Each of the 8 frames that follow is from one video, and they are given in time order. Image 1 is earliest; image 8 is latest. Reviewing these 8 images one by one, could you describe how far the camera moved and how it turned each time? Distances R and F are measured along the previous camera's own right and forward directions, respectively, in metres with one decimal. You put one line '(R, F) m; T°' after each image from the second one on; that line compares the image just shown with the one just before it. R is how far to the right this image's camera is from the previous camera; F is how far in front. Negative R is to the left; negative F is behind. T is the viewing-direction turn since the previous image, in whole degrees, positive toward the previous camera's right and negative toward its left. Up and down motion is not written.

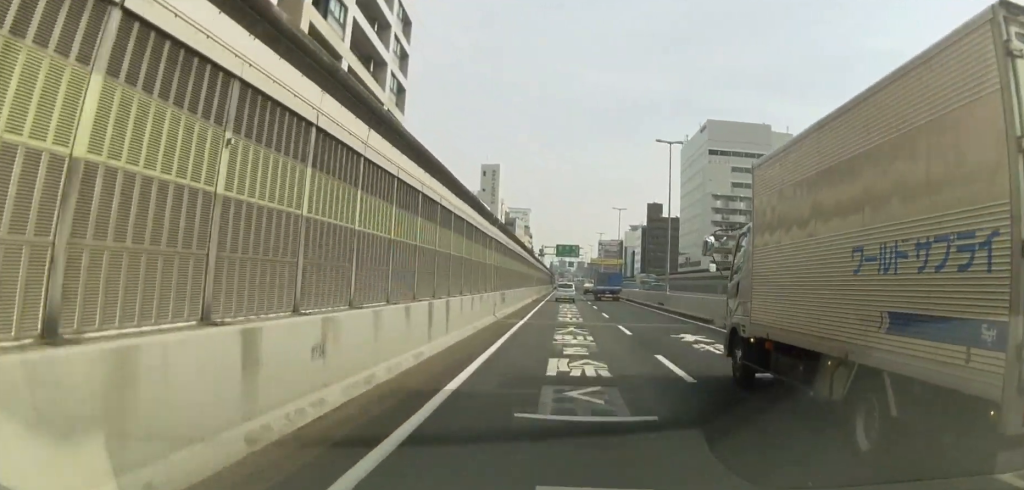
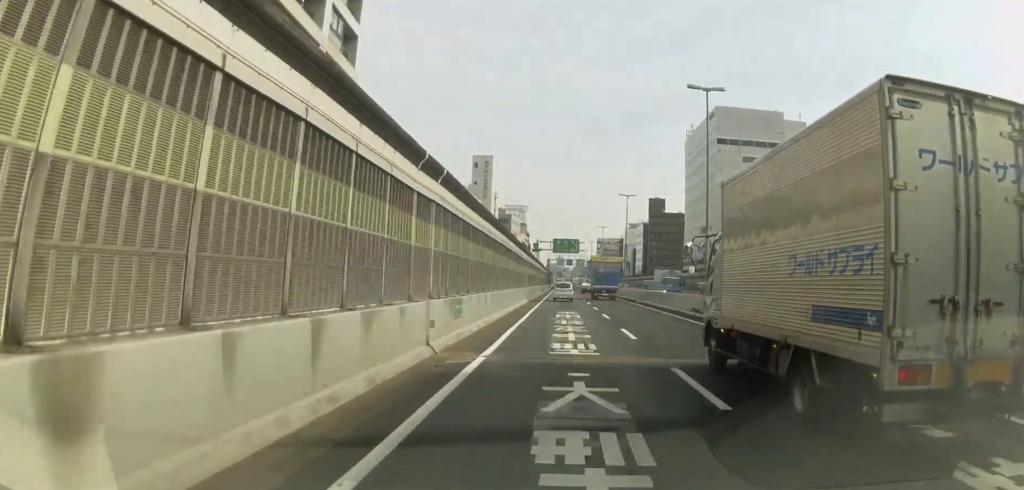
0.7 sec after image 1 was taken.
(0.0, +12.3) m; 0°
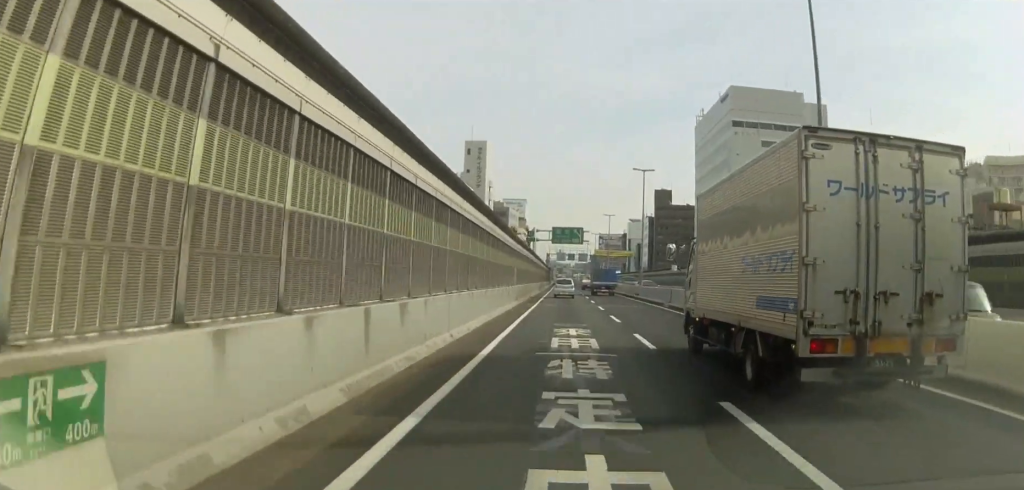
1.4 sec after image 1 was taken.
(0.0, +14.2) m; -1°
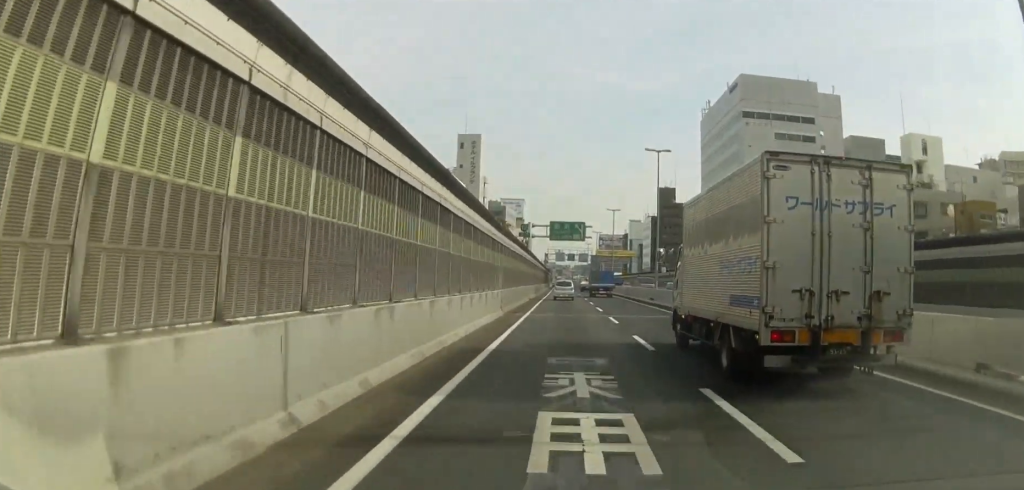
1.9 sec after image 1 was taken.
(+0.1, +9.3) m; -1°
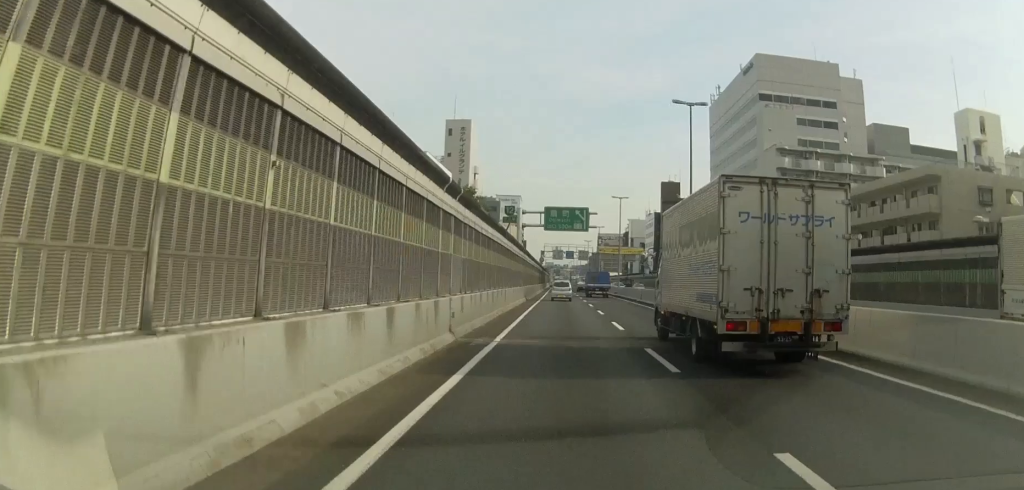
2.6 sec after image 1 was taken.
(-0.2, +13.0) m; 0°
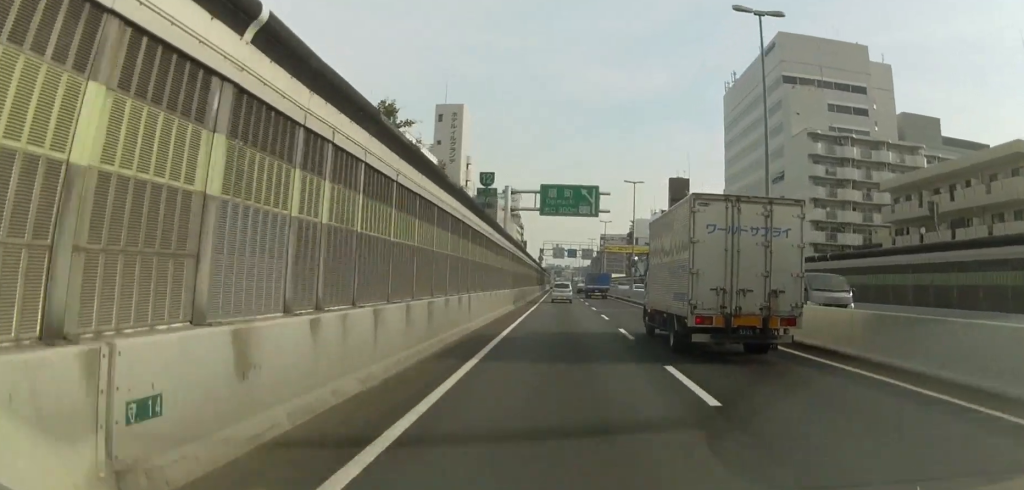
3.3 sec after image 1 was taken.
(-0.1, +13.1) m; 0°
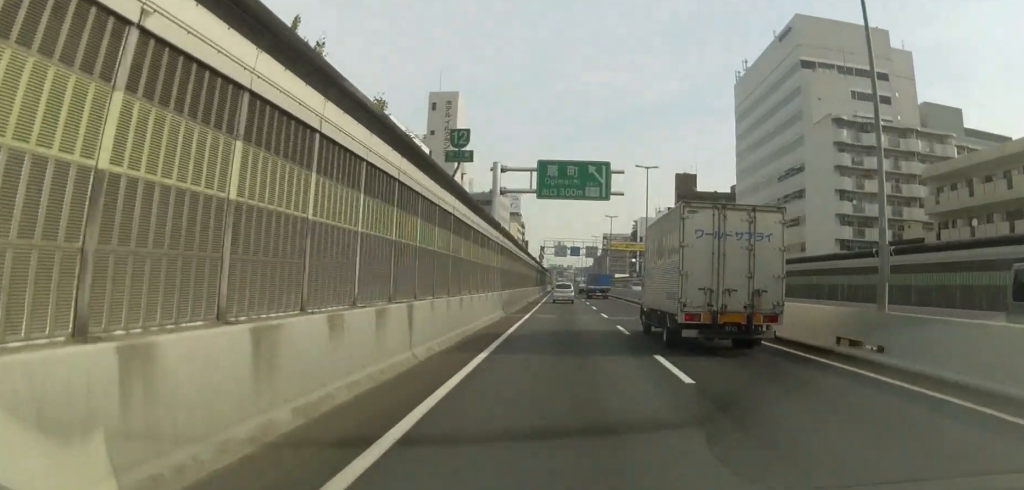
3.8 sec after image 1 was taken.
(+0.1, +8.1) m; +1°
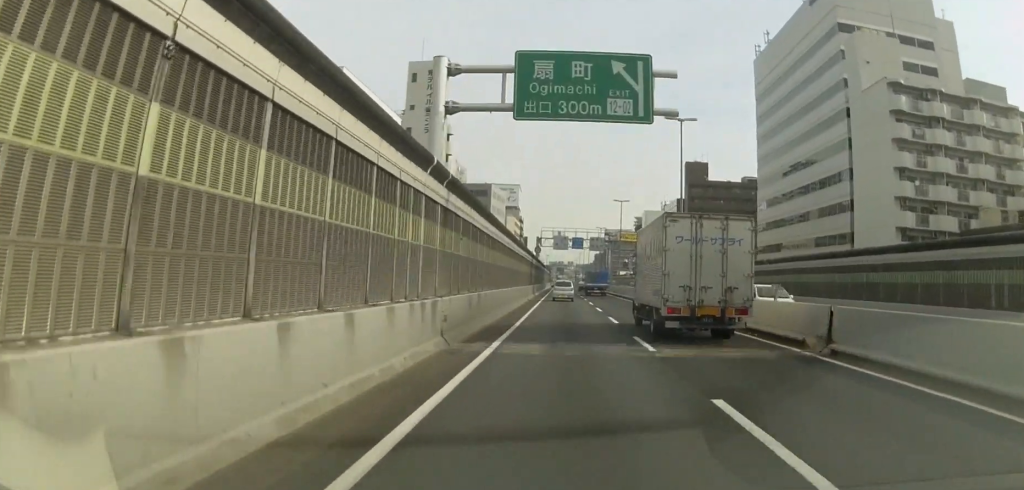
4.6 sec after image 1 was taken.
(+0.1, +15.6) m; 0°
